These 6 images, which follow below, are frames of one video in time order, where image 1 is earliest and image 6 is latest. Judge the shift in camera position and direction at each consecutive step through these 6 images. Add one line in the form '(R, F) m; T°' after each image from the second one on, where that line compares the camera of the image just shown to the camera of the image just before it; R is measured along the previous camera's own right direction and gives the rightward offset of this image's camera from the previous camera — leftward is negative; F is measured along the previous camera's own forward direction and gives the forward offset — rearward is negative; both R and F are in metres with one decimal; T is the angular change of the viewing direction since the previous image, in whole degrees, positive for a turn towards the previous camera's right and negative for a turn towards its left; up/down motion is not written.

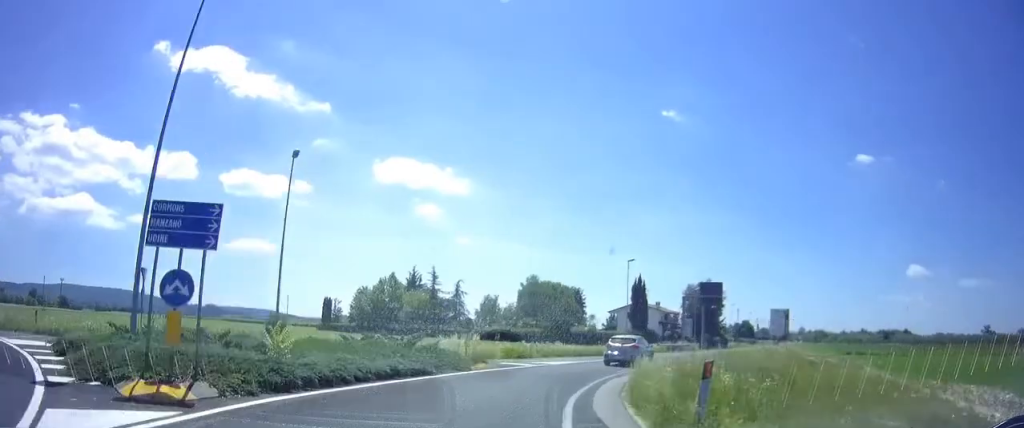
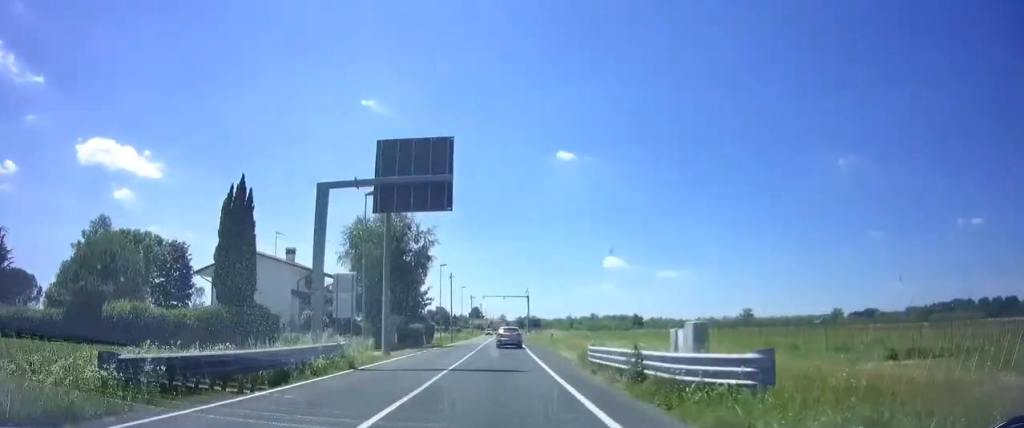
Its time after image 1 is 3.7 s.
(+14.2, +45.2) m; +29°
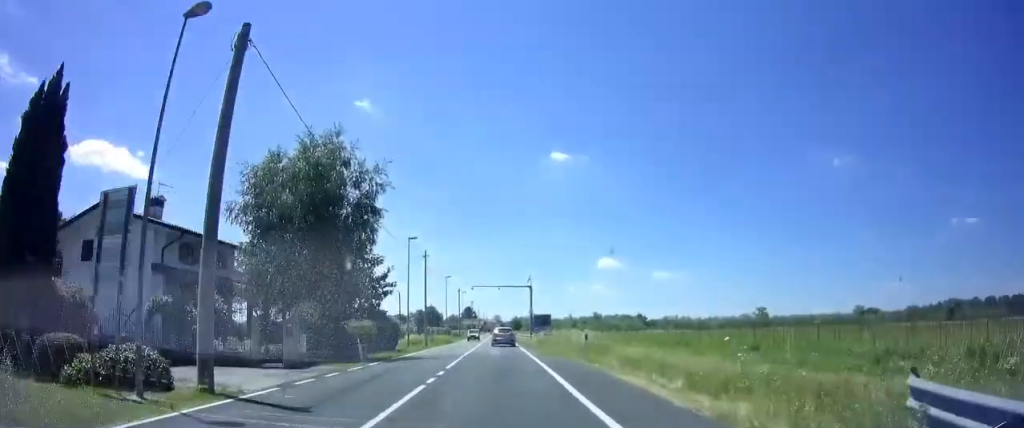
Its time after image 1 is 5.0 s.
(+0.3, +17.8) m; 0°
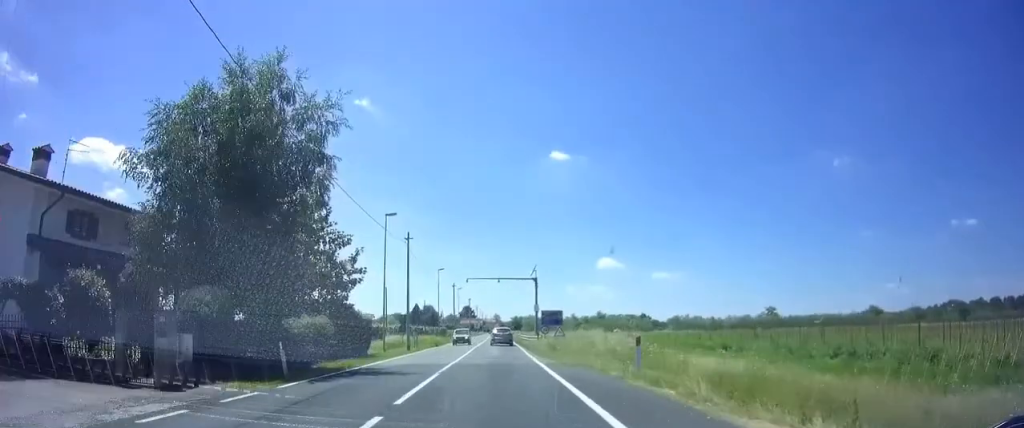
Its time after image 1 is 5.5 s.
(-0.1, +8.1) m; -1°
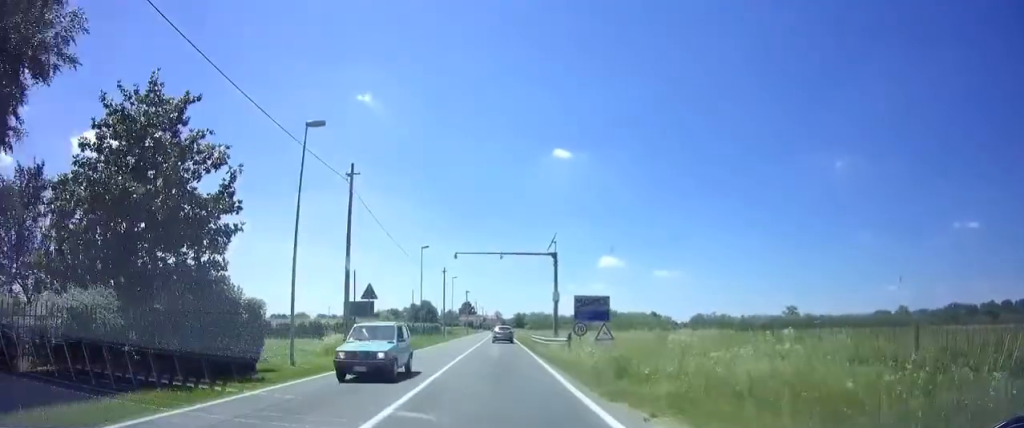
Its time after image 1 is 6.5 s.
(0.0, +14.2) m; 0°
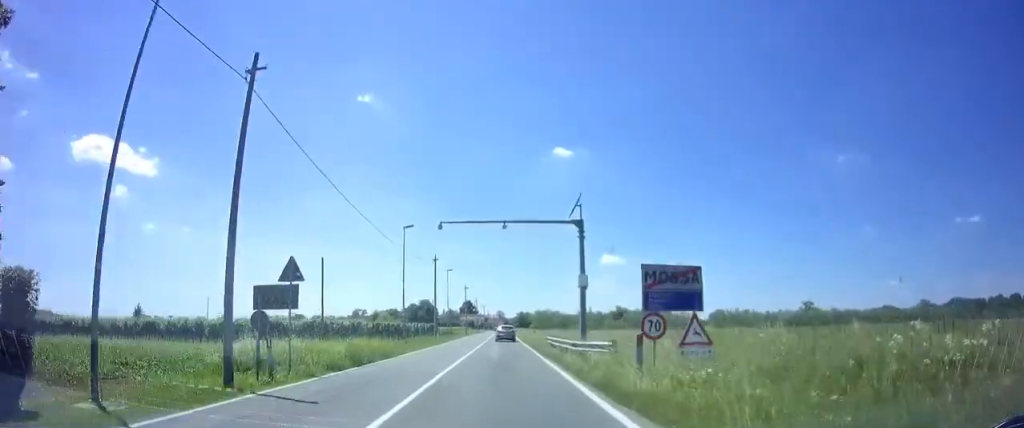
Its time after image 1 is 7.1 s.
(0.0, +9.5) m; 0°
